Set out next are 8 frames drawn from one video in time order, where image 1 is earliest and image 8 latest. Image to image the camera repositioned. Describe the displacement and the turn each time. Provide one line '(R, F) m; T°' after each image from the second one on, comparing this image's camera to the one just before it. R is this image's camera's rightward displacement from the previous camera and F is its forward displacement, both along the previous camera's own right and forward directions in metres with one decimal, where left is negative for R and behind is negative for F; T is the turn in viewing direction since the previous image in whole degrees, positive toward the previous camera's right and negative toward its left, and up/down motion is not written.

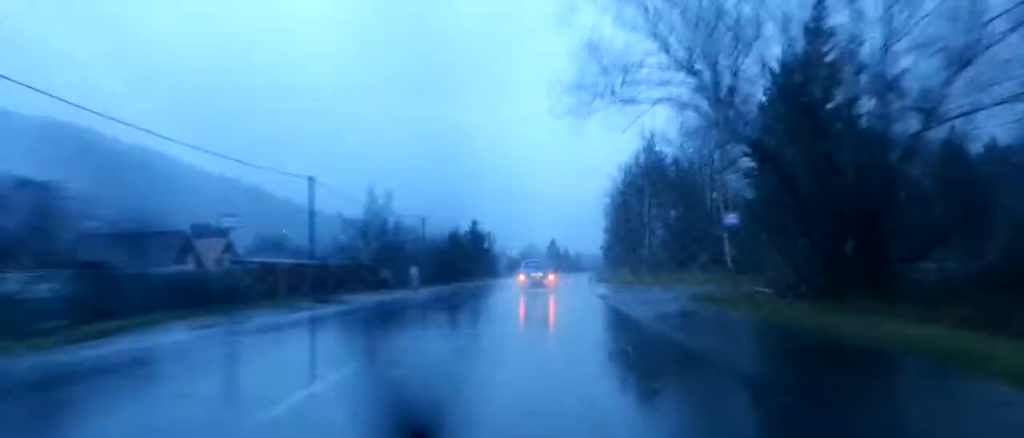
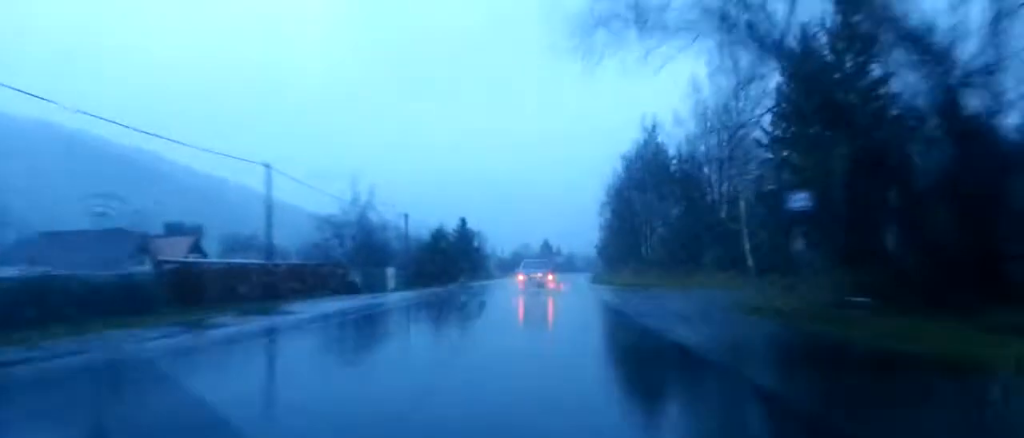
(-0.2, +6.6) m; 0°
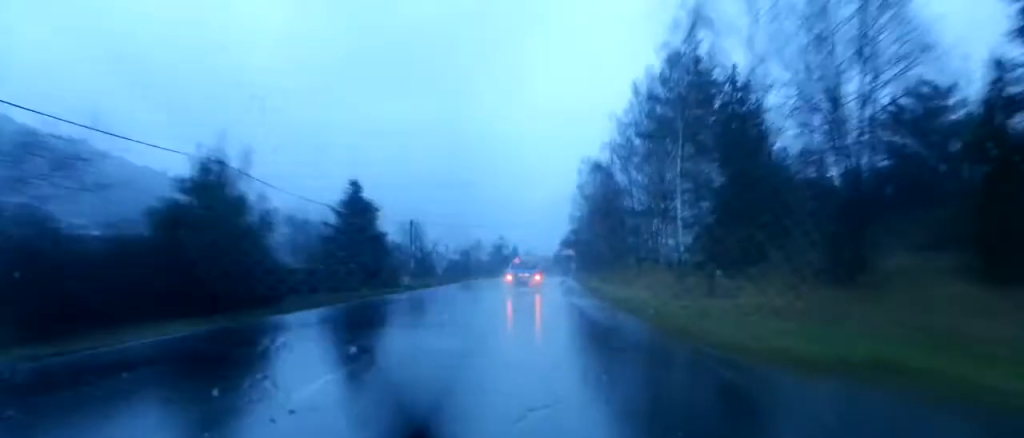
(+2.4, +37.5) m; +6°
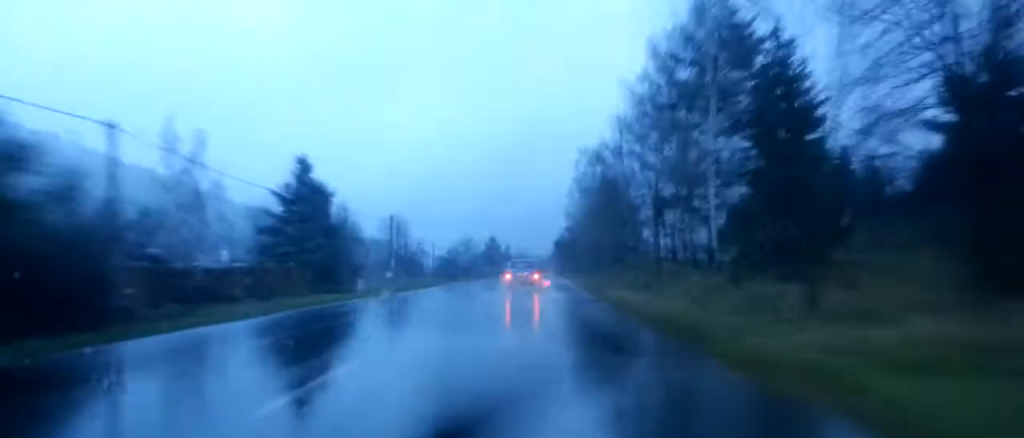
(0.0, +10.1) m; 0°
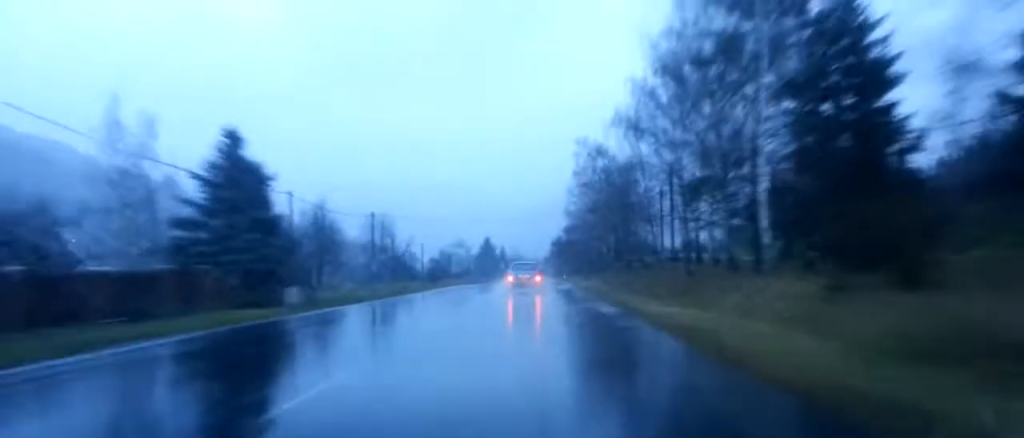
(0.0, +9.0) m; +1°
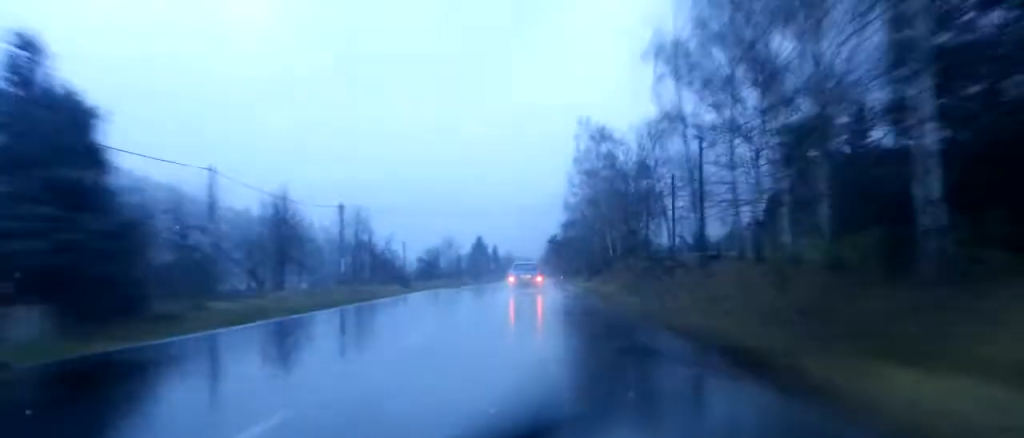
(-0.1, +12.5) m; +1°
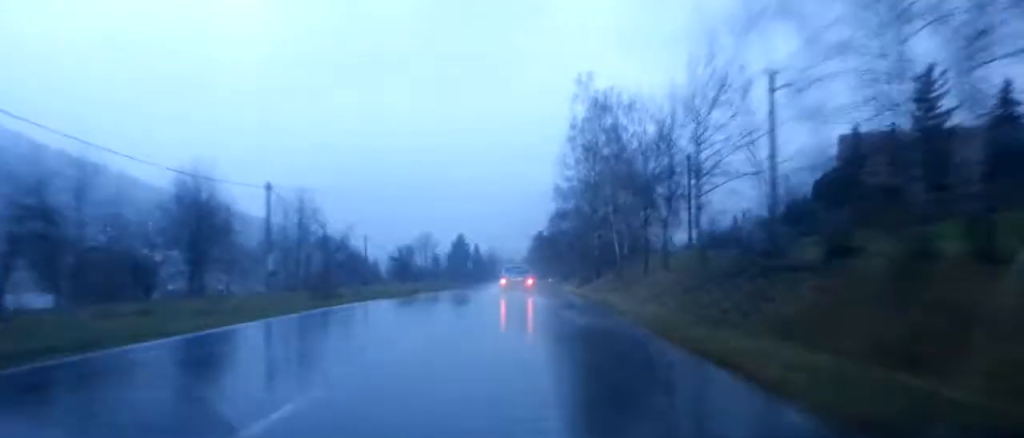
(+0.5, +17.1) m; 0°
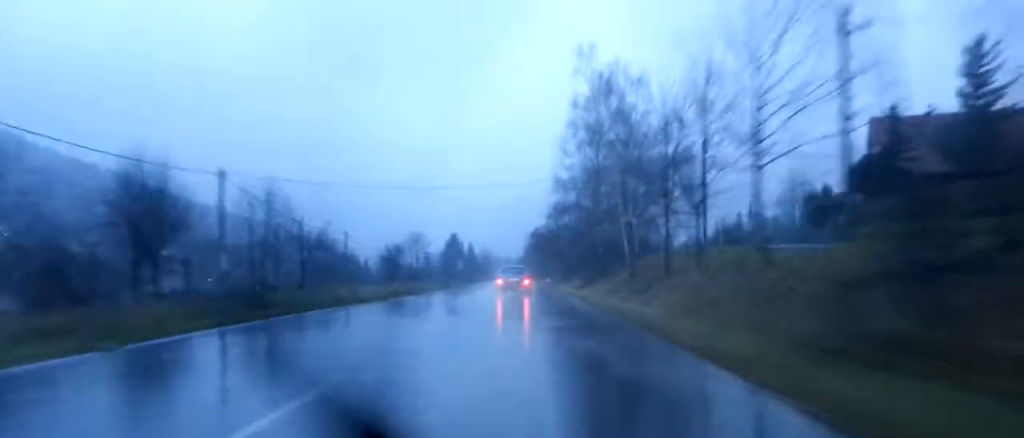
(-0.3, +8.1) m; -1°
